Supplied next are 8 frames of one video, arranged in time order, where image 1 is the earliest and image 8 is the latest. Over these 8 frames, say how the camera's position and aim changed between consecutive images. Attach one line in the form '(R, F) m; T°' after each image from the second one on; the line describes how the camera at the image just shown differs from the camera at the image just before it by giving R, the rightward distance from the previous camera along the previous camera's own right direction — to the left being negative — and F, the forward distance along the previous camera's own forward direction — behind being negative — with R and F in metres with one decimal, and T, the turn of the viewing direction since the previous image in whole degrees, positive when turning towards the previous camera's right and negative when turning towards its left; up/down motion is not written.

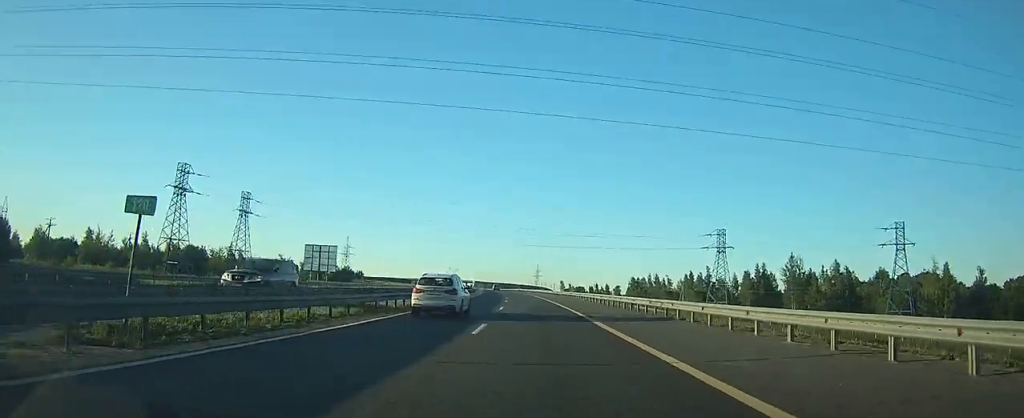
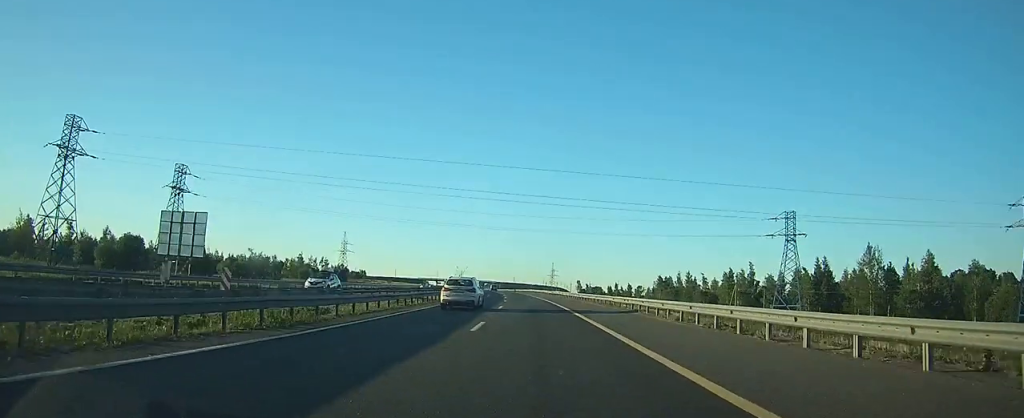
(-0.4, +30.8) m; -1°
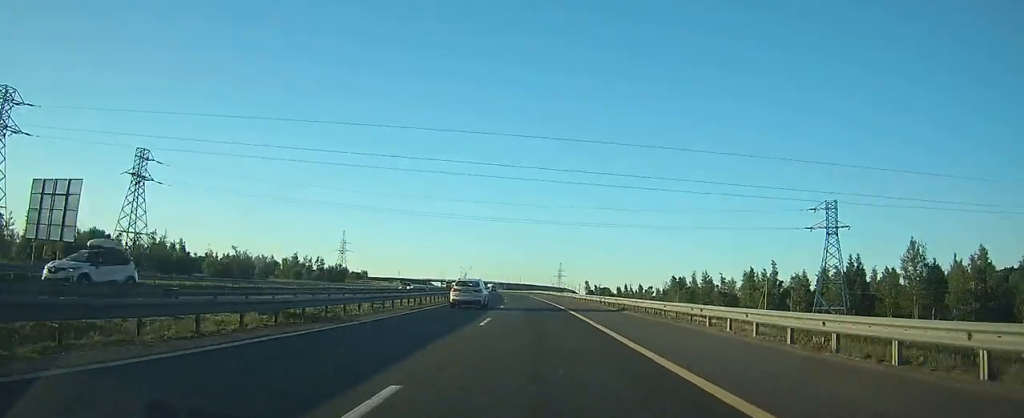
(0.0, +13.1) m; -1°
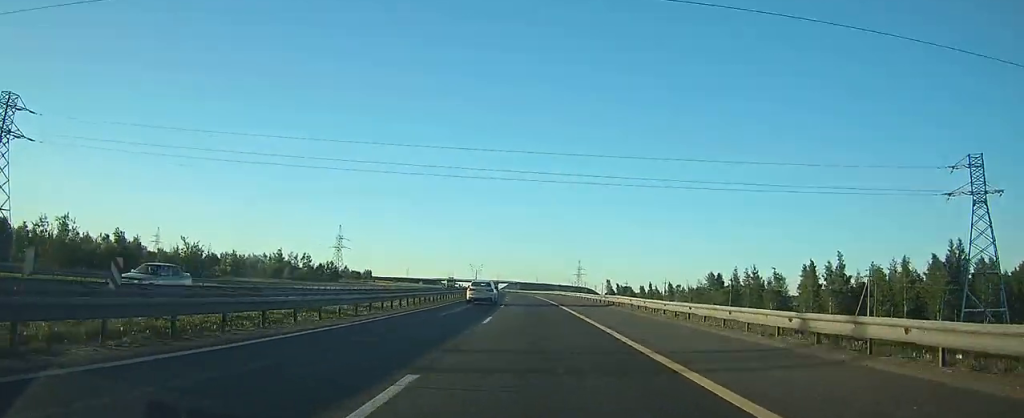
(-0.3, +30.9) m; -1°
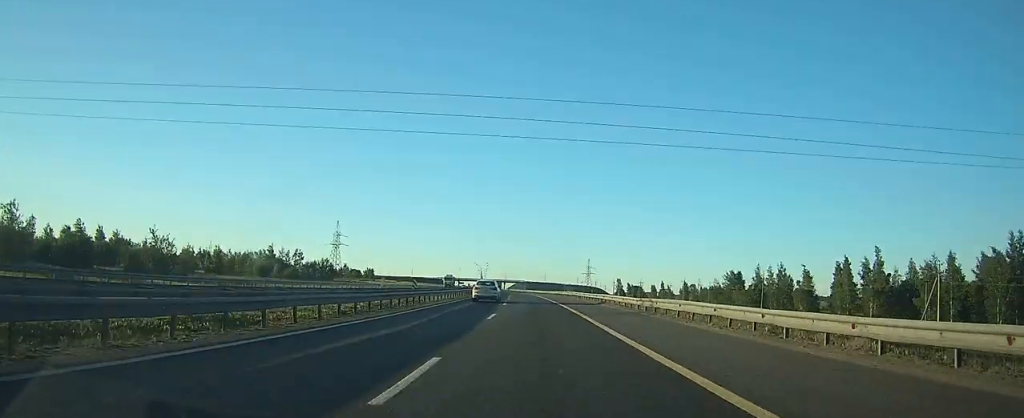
(-0.1, +14.1) m; -1°
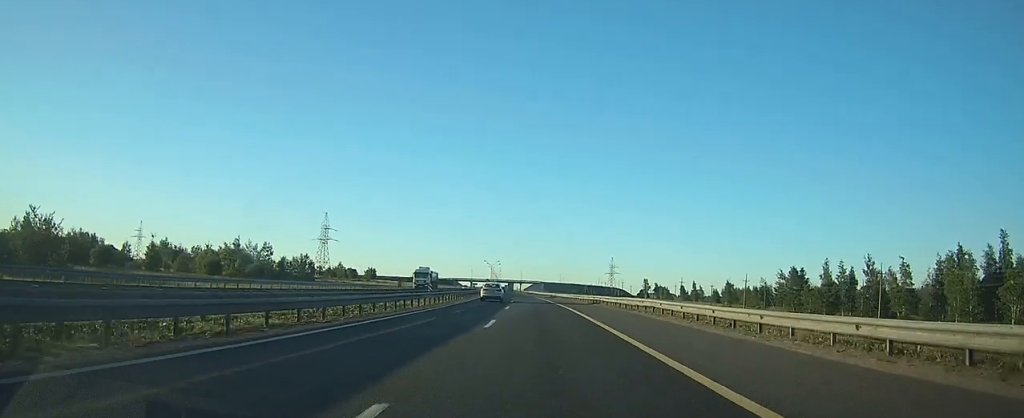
(-0.3, +35.7) m; -1°
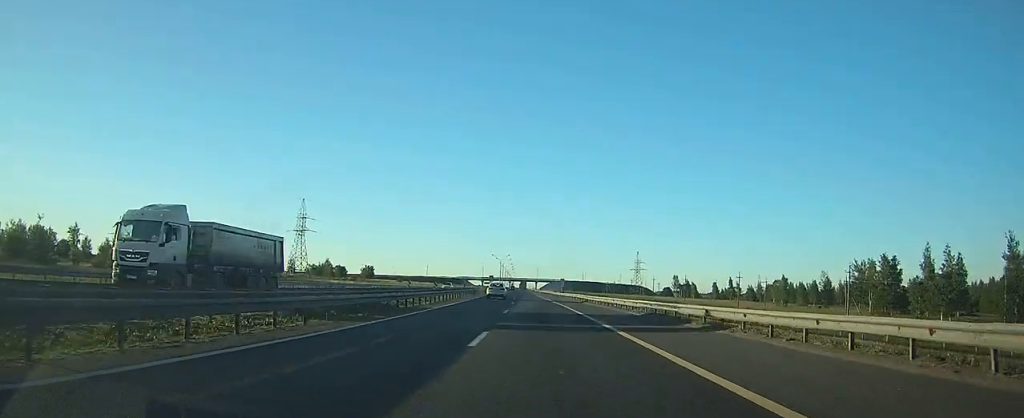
(-0.6, +37.8) m; -2°
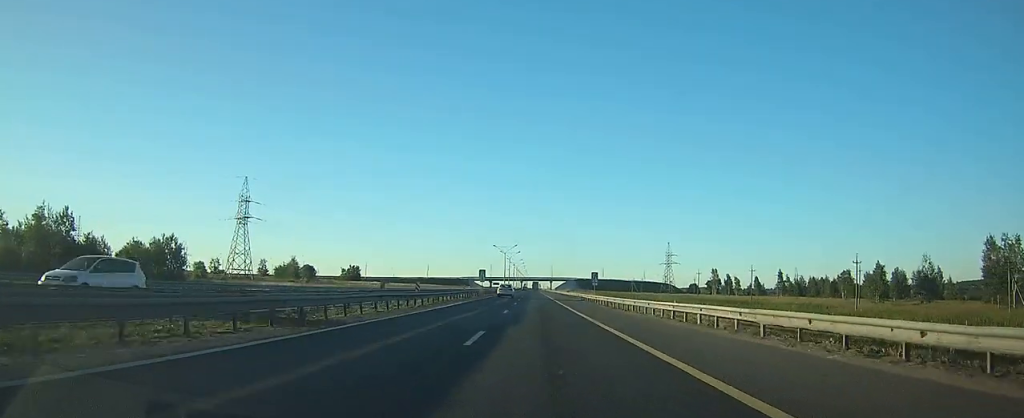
(-1.0, +47.6) m; -2°
